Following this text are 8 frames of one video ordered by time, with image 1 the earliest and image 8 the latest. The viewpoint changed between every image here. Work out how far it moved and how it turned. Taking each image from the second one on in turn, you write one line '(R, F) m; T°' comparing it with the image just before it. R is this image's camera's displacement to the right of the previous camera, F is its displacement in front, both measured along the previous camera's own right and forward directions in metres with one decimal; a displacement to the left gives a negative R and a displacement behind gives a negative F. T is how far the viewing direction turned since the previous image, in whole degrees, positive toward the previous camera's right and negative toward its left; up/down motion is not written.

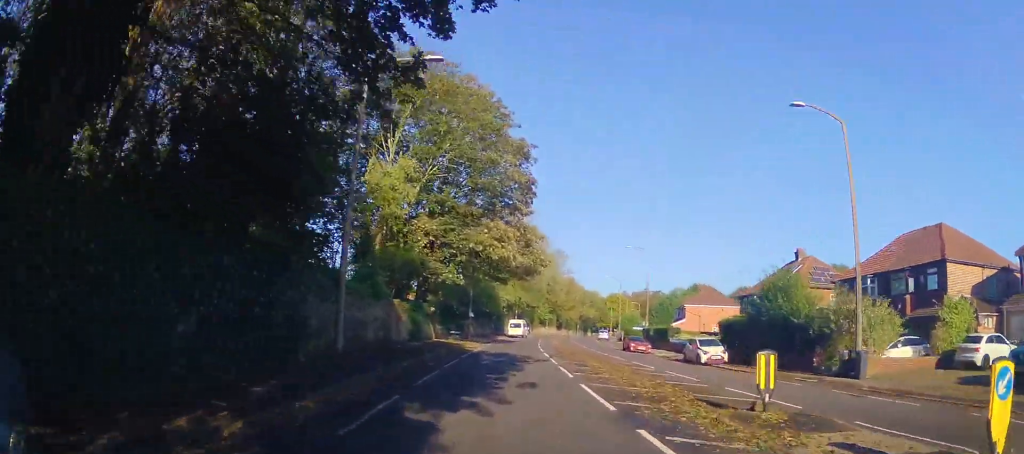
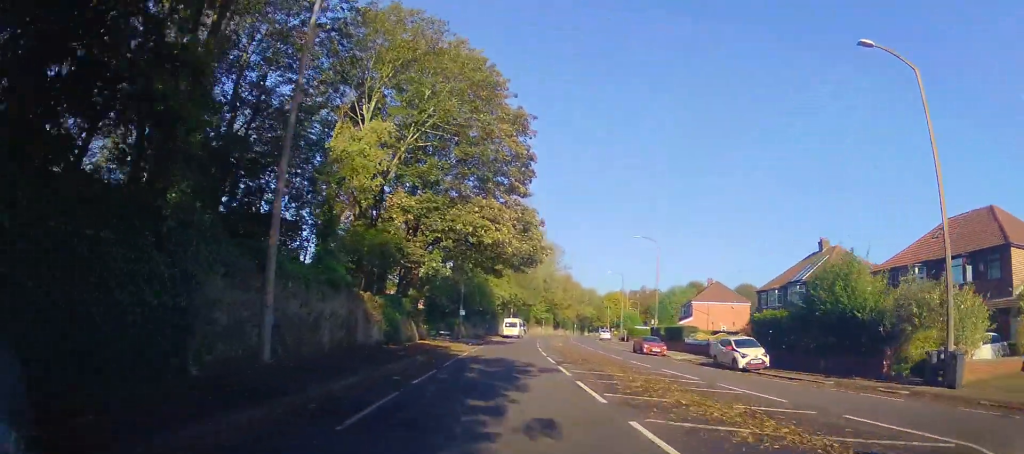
(-0.1, +5.3) m; +3°
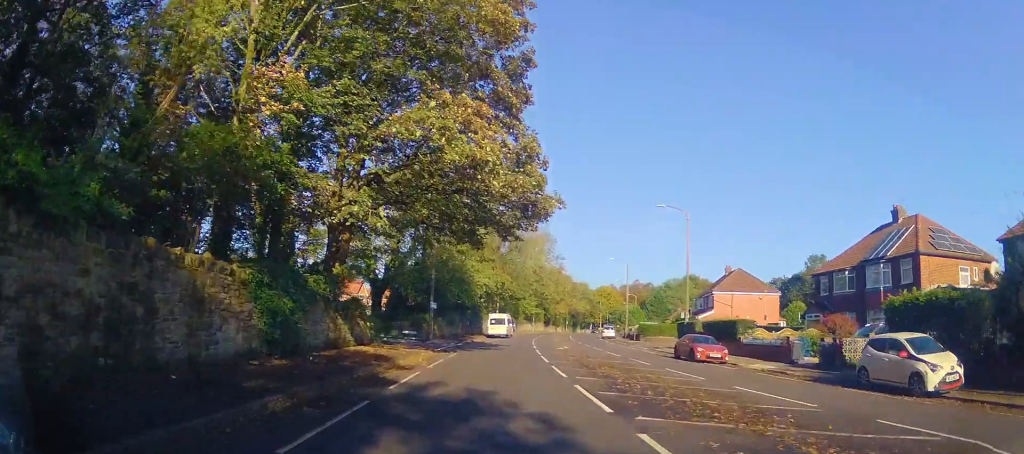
(+0.8, +11.8) m; +3°
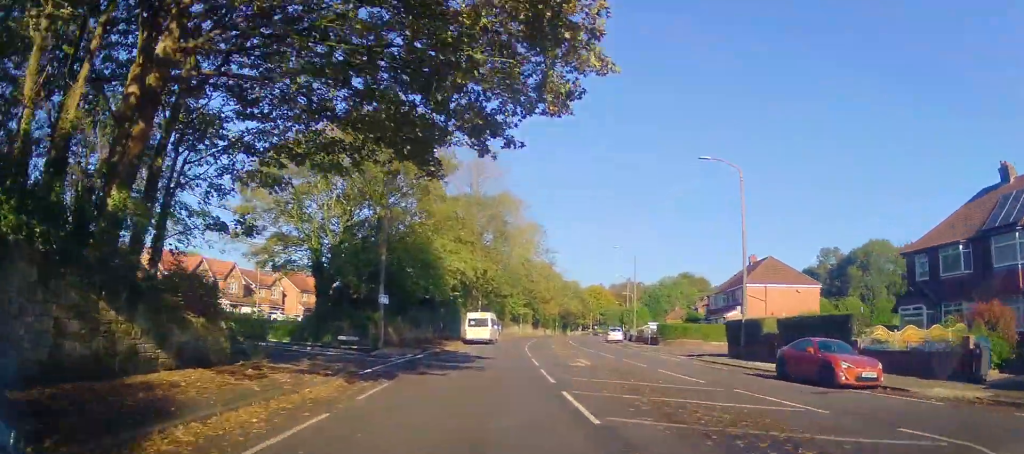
(-0.2, +11.5) m; -1°
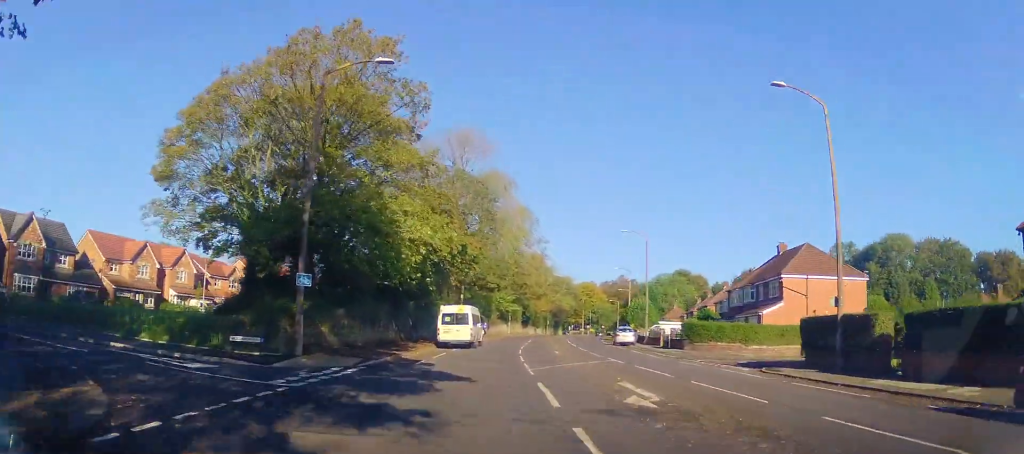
(0.0, +9.4) m; +1°
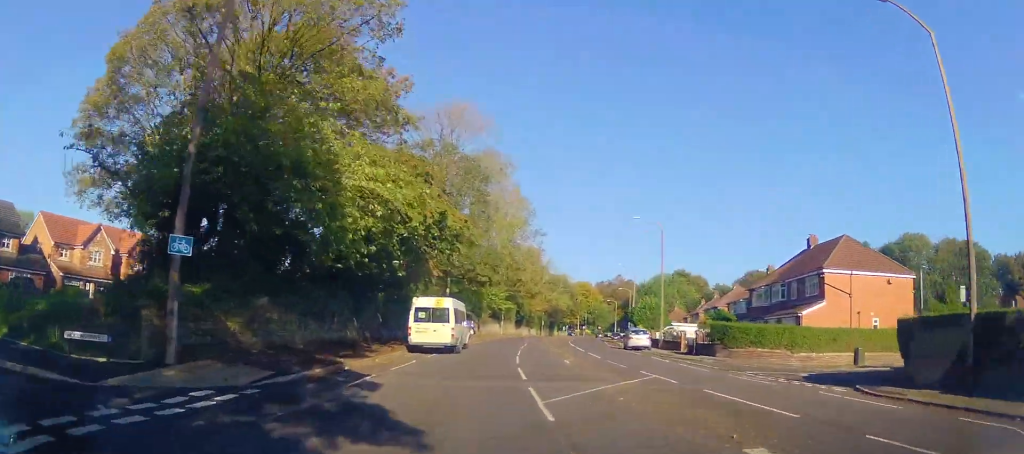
(+0.1, +7.1) m; 0°
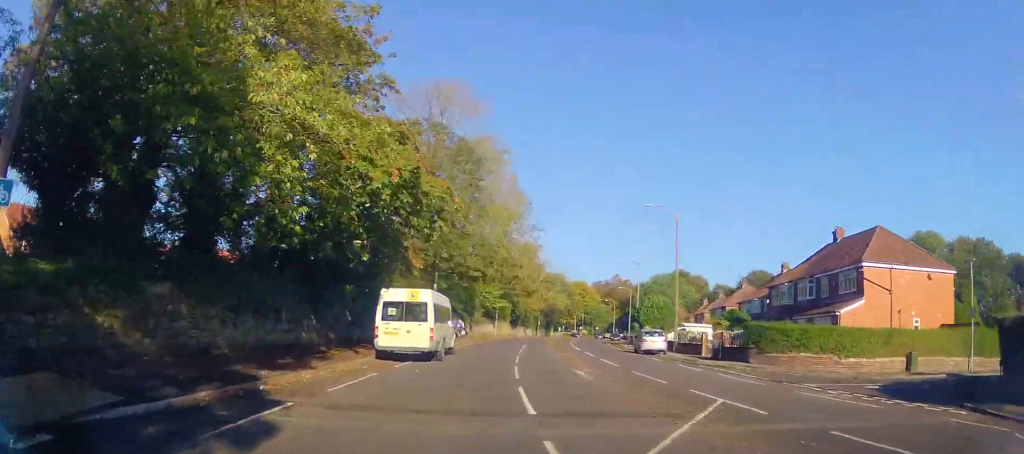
(+0.1, +5.2) m; 0°
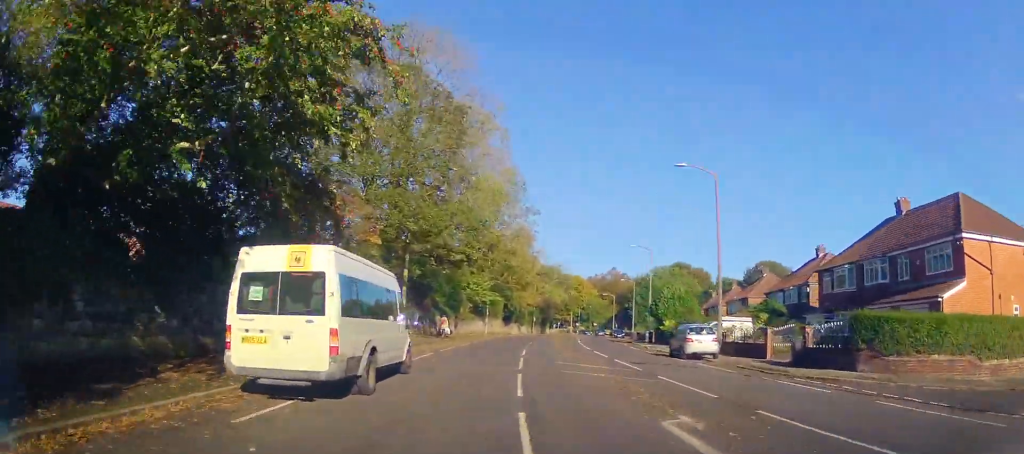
(-0.1, +9.9) m; 0°
